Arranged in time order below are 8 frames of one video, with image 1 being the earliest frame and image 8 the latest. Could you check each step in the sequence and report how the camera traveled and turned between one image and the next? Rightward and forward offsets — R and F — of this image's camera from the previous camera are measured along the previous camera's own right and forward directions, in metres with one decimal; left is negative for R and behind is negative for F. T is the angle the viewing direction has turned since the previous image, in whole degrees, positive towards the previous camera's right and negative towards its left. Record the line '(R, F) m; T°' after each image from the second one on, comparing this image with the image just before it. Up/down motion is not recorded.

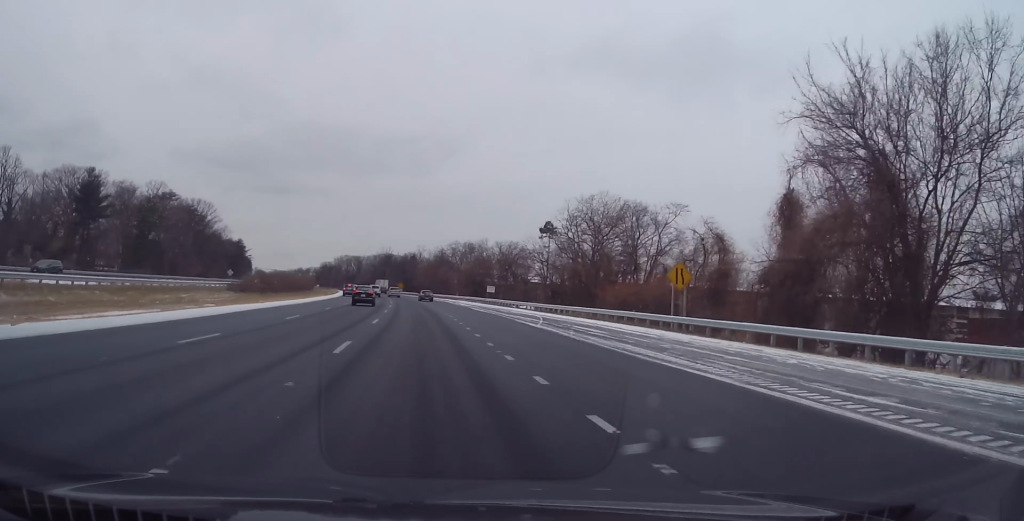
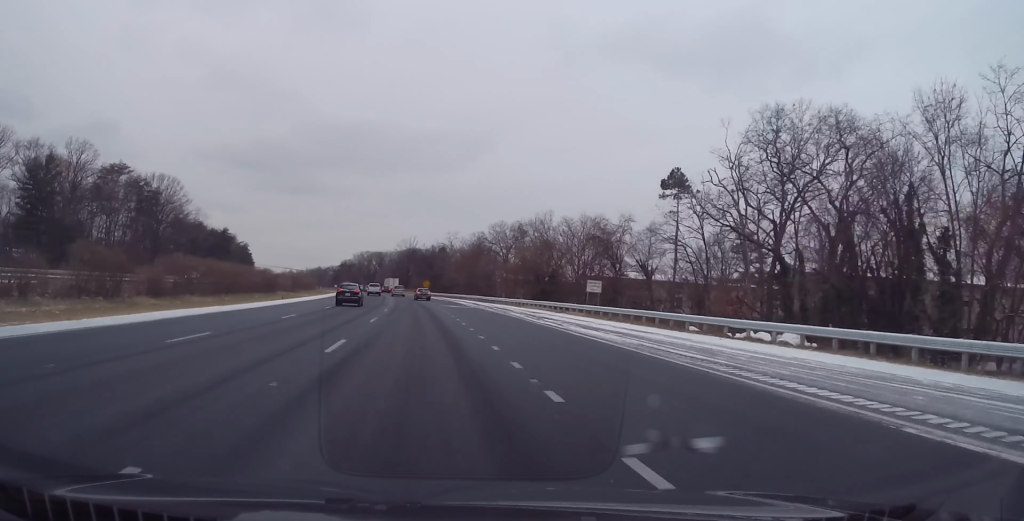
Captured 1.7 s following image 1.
(-1.2, +49.2) m; -2°
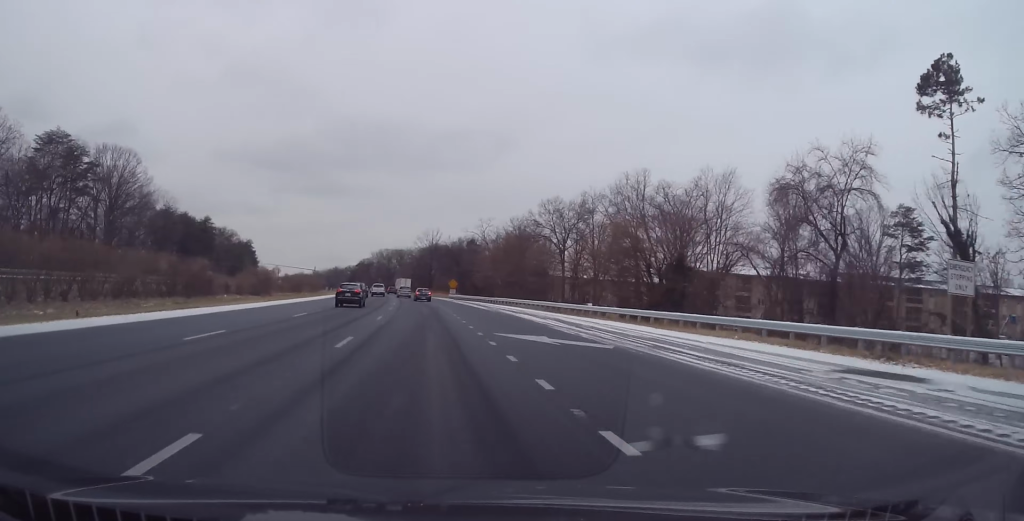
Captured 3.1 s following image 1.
(-0.2, +36.0) m; -1°
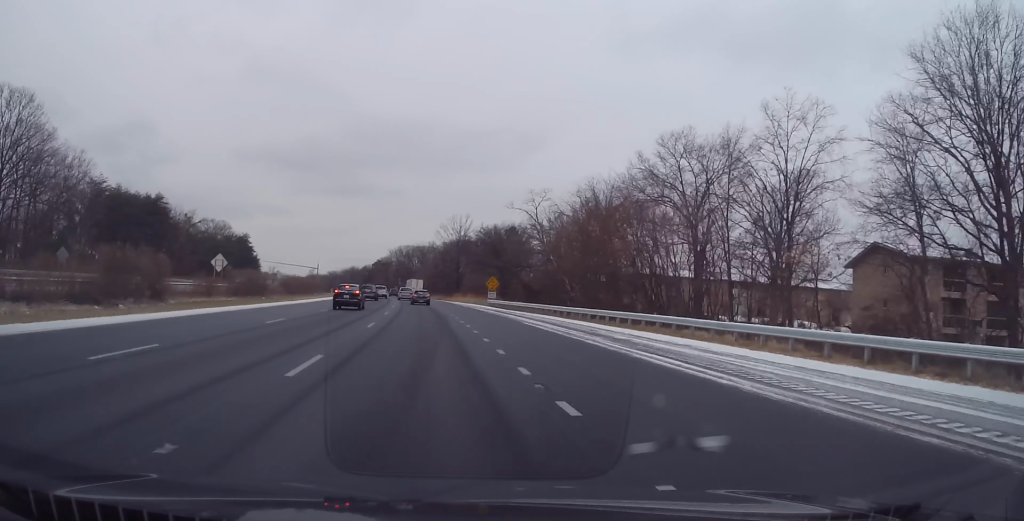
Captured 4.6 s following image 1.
(-1.1, +41.5) m; -3°
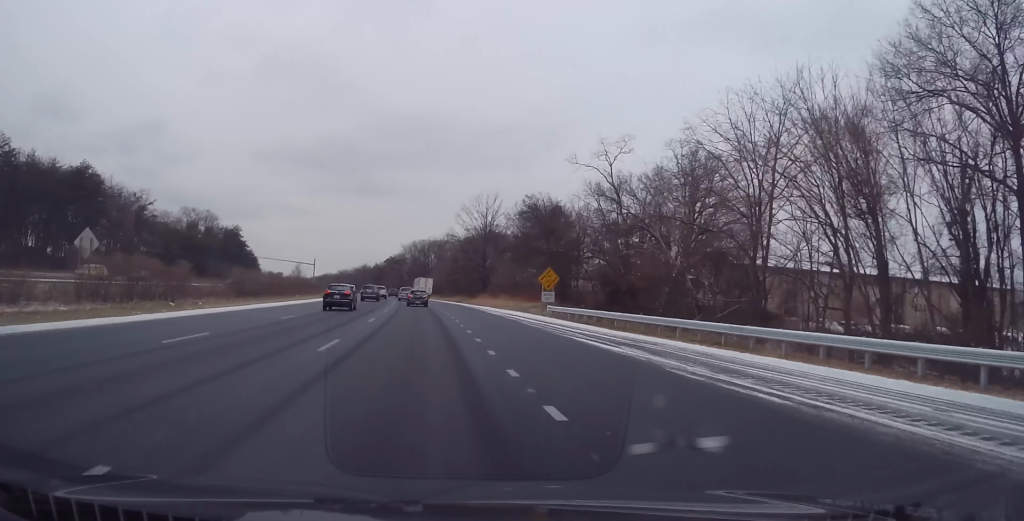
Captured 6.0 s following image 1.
(-0.6, +33.4) m; -2°
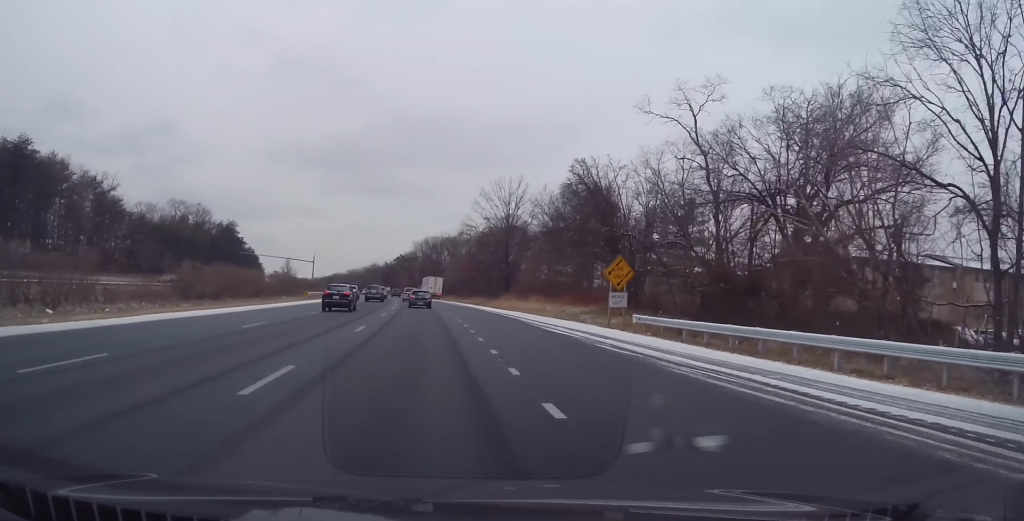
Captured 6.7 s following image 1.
(-0.4, +18.6) m; -1°
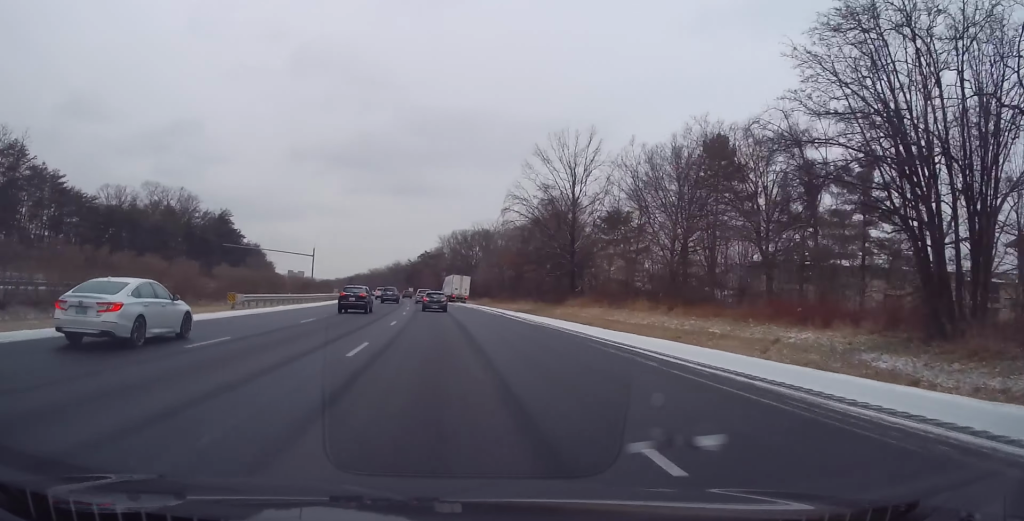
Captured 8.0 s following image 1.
(-0.6, +32.2) m; -2°
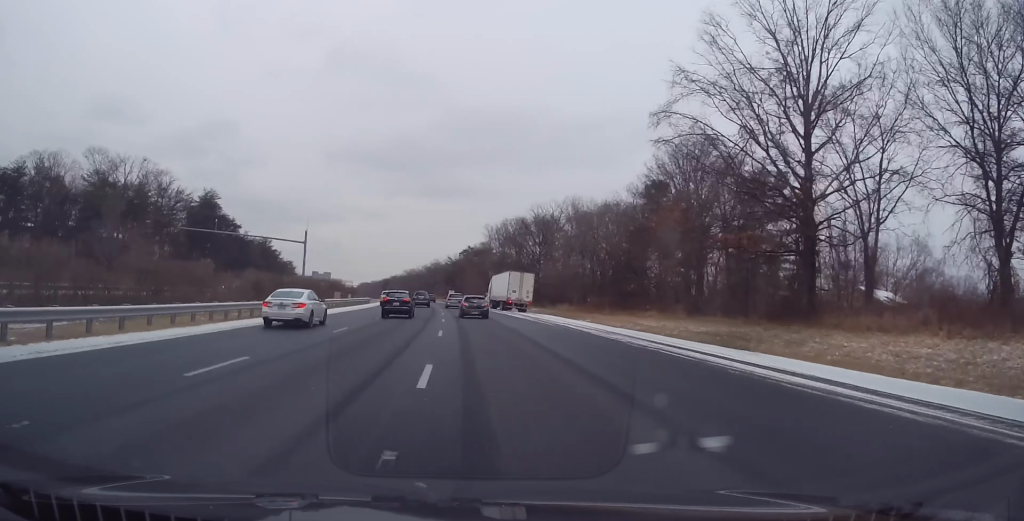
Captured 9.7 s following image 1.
(-1.0, +41.0) m; -3°
